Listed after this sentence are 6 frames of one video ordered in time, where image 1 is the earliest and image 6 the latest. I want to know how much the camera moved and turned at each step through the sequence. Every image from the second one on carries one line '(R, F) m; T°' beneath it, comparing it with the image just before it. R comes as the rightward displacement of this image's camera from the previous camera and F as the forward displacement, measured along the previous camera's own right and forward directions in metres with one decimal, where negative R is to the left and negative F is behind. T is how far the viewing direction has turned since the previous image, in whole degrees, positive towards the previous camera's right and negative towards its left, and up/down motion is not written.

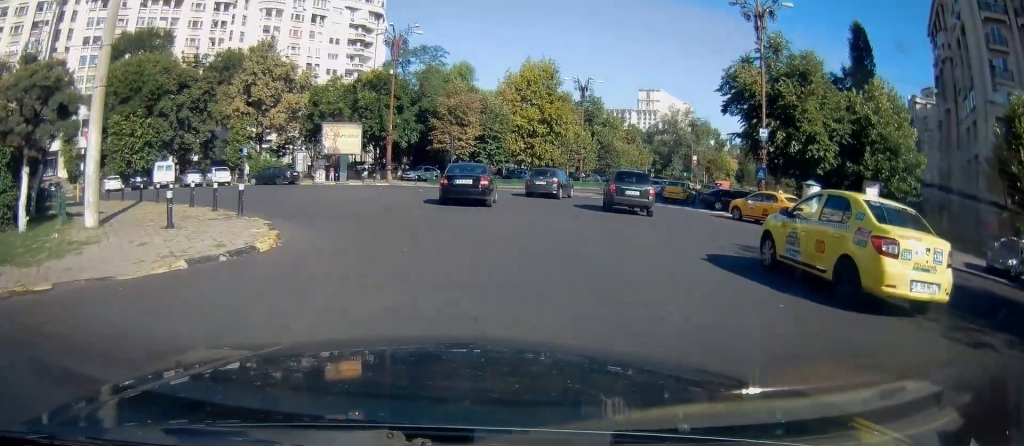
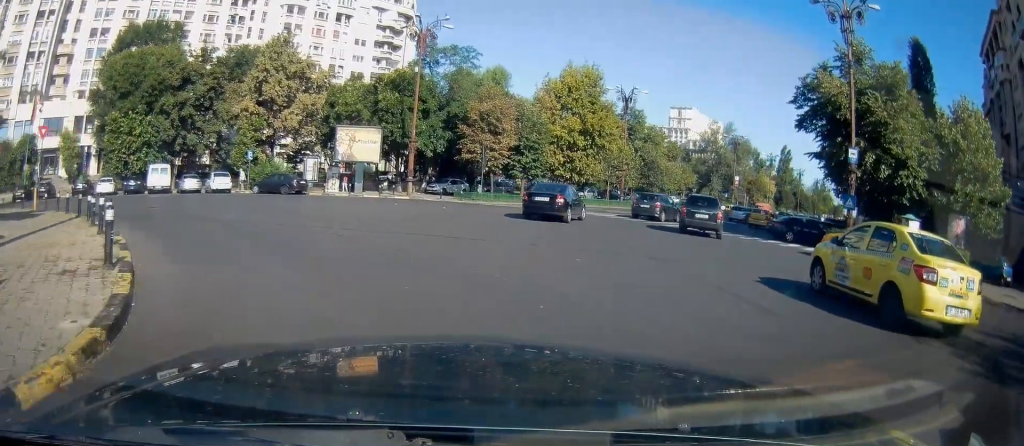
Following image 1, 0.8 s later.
(-0.4, +5.5) m; -2°
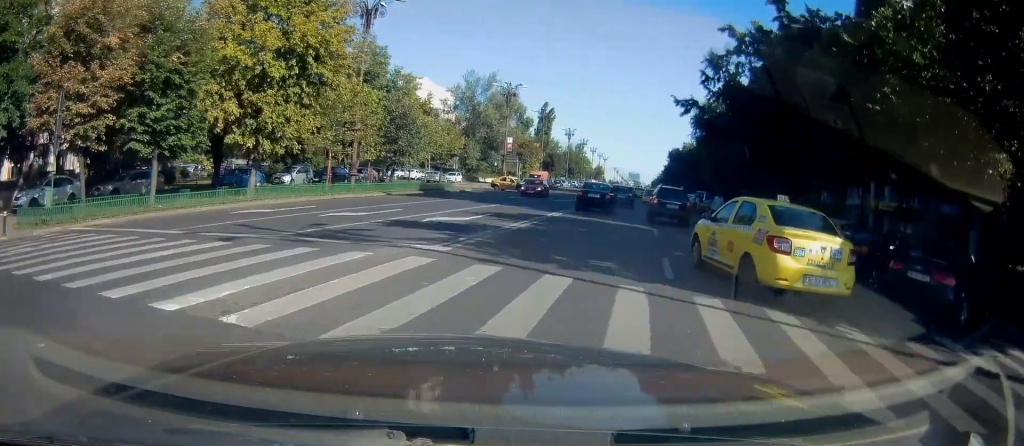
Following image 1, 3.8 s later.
(+3.0, +24.5) m; +17°
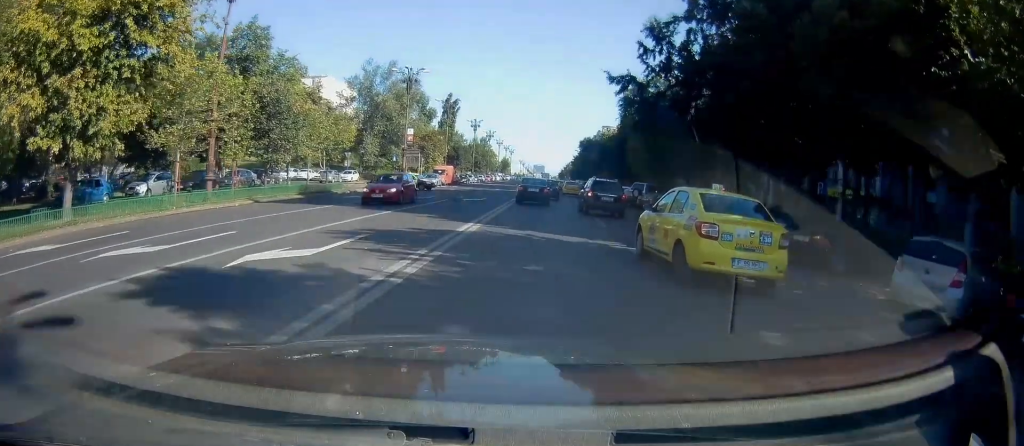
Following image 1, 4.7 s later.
(+0.2, +7.4) m; +7°
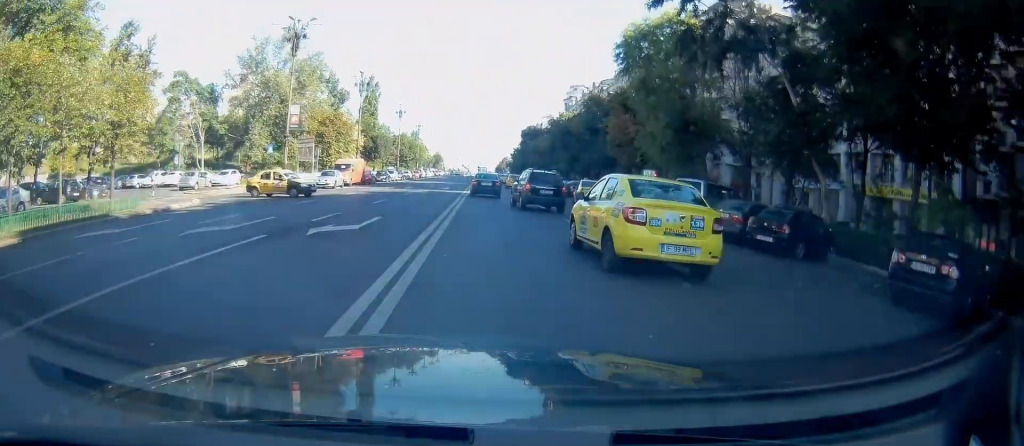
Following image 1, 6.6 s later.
(+2.0, +17.9) m; +13°
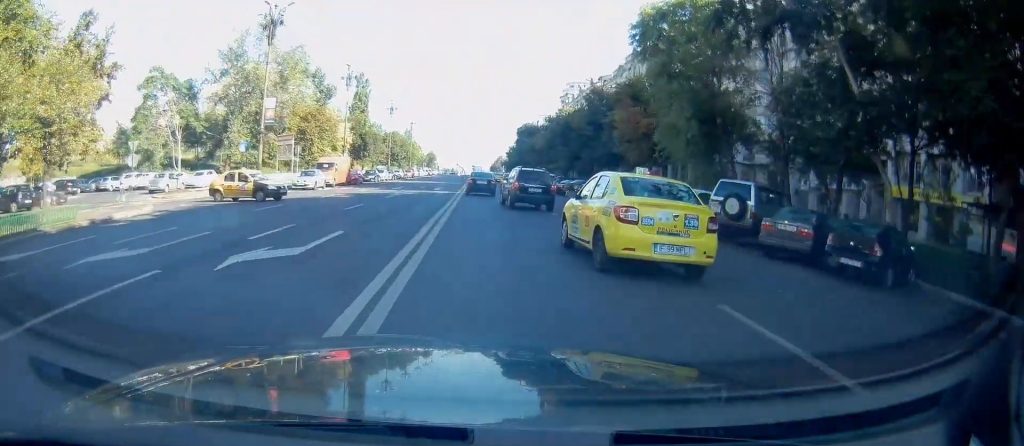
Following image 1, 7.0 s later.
(+0.3, +3.9) m; +2°
